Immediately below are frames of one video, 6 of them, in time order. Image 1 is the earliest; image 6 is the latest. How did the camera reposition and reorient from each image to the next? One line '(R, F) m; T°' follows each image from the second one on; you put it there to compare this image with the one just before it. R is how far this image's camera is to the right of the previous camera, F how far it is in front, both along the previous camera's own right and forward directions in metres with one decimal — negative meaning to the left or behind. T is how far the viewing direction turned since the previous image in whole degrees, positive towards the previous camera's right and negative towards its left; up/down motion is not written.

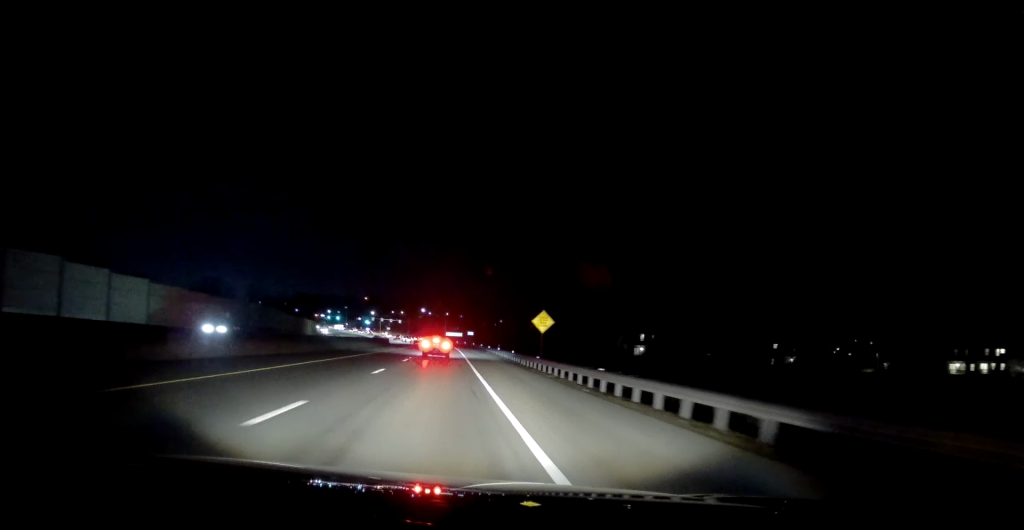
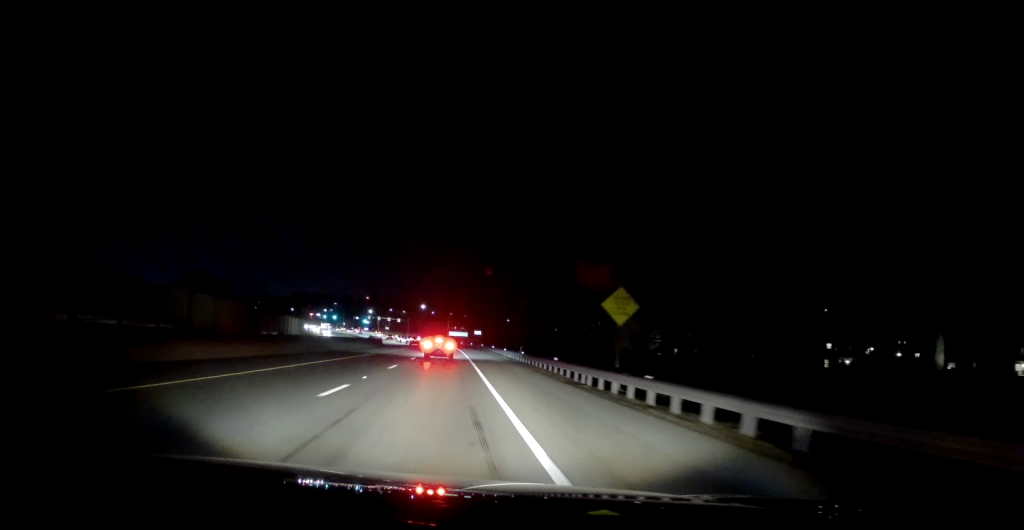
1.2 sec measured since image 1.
(+0.3, +20.4) m; -1°
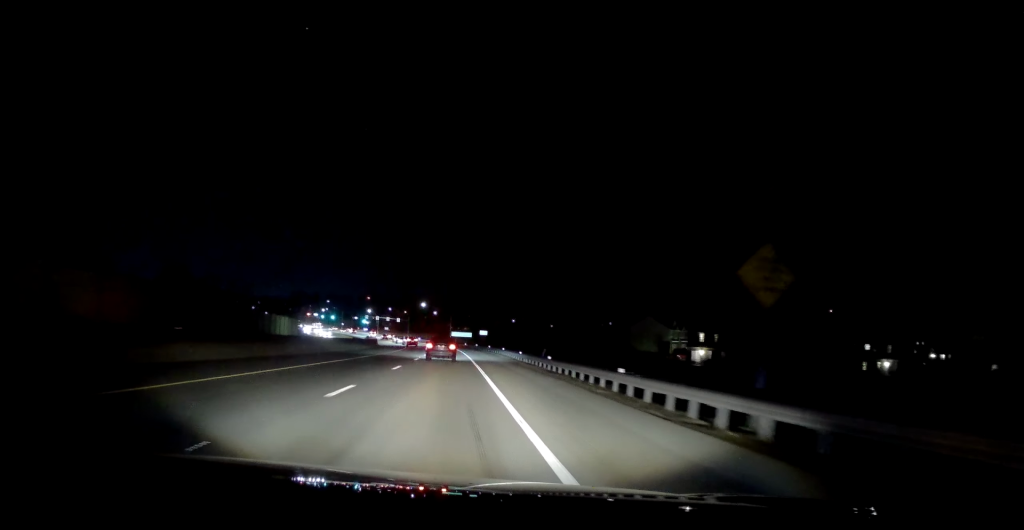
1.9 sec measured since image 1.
(-0.3, +12.1) m; -1°
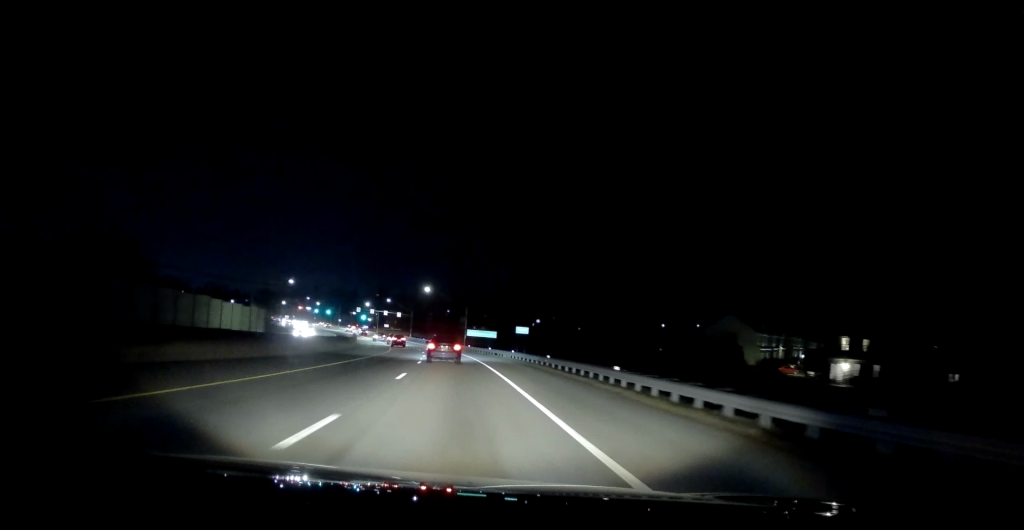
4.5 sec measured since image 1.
(-1.2, +41.5) m; -1°
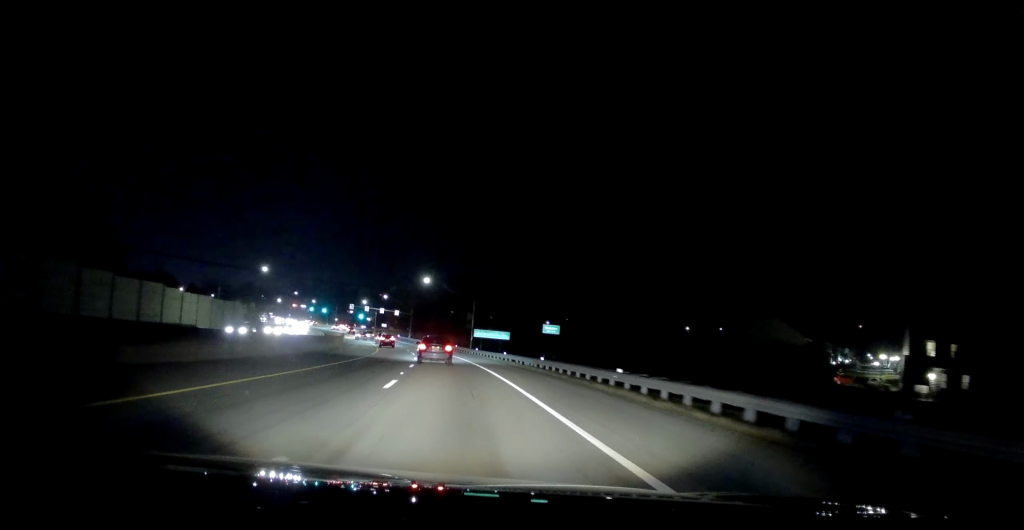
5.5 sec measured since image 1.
(+1.0, +15.6) m; -1°
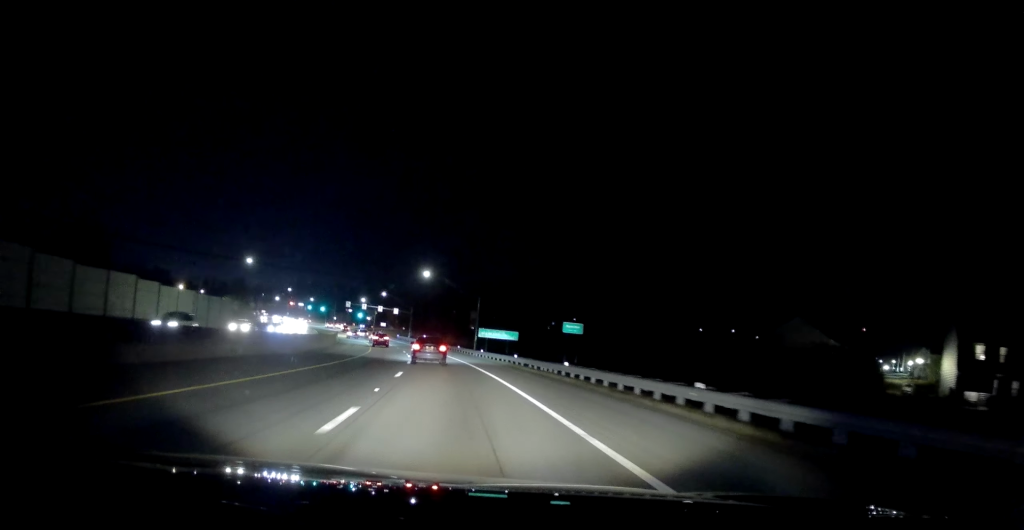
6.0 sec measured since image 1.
(-0.6, +7.4) m; -2°
